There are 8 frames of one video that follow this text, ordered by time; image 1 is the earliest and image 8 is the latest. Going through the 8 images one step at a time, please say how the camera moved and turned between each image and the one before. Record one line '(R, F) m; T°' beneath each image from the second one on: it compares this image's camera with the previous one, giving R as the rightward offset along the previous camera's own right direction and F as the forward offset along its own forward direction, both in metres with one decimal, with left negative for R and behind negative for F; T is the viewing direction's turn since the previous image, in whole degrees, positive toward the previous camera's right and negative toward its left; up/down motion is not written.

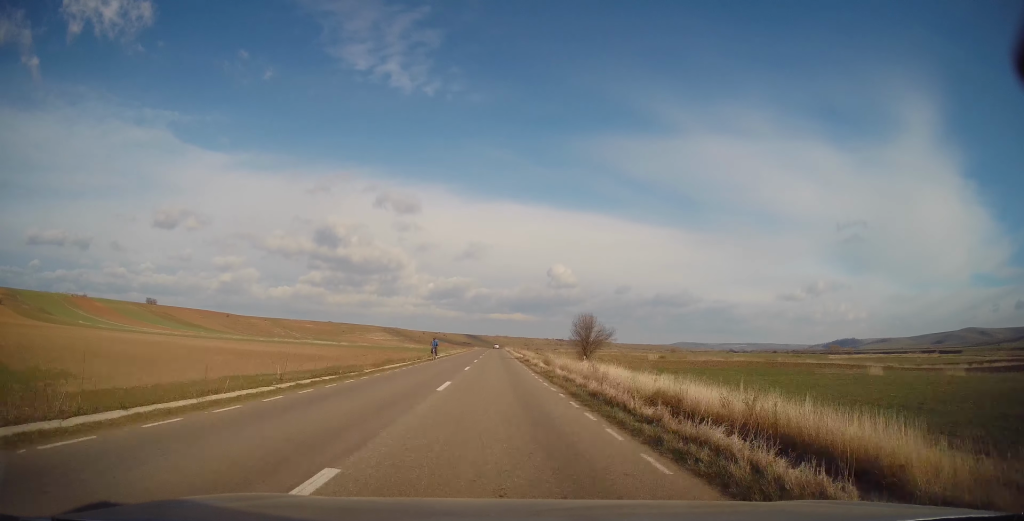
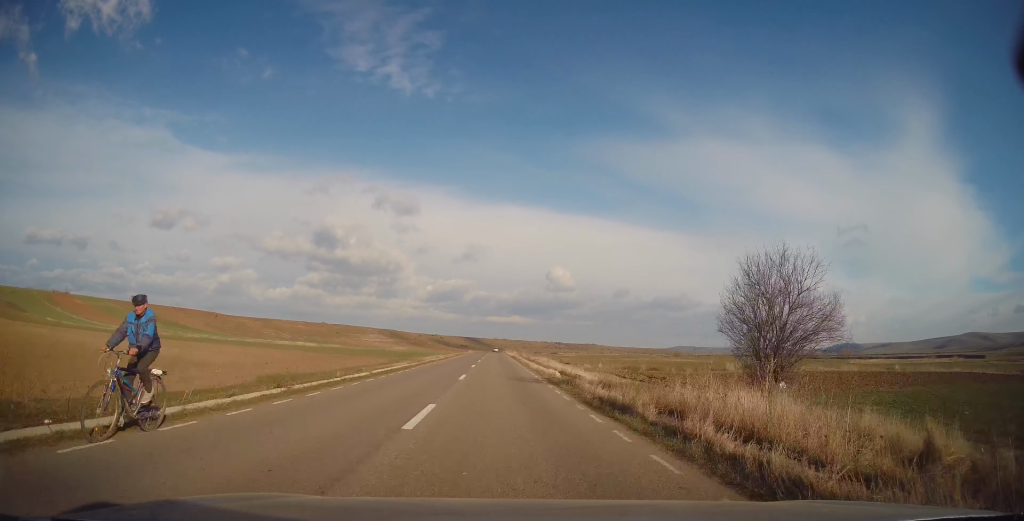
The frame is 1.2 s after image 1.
(-0.1, +29.9) m; 0°
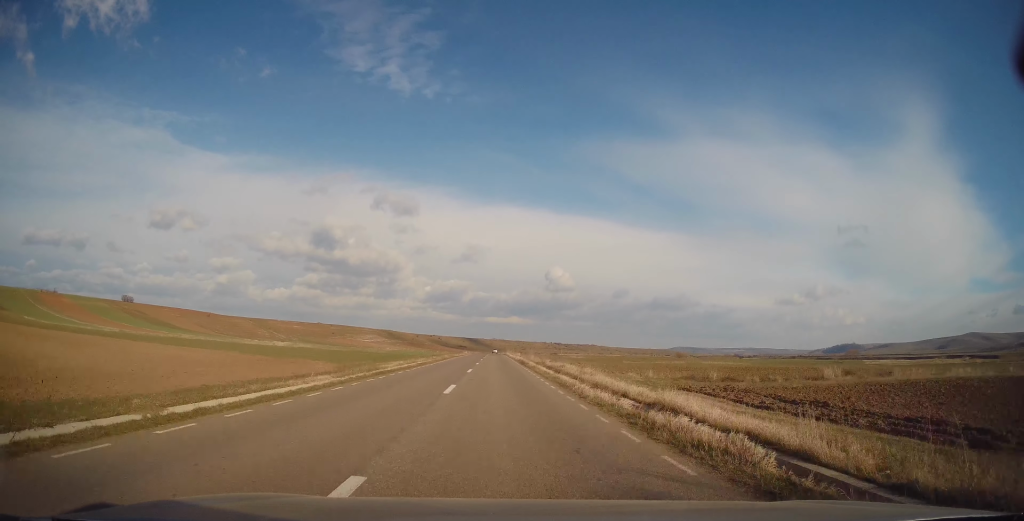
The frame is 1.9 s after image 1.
(0.0, +17.5) m; 0°
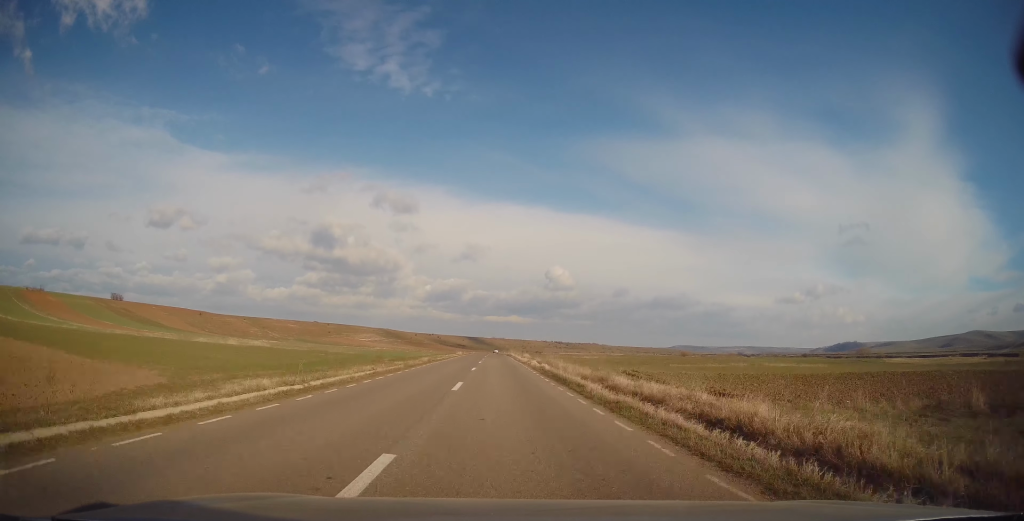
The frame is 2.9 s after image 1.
(0.0, +23.4) m; 0°
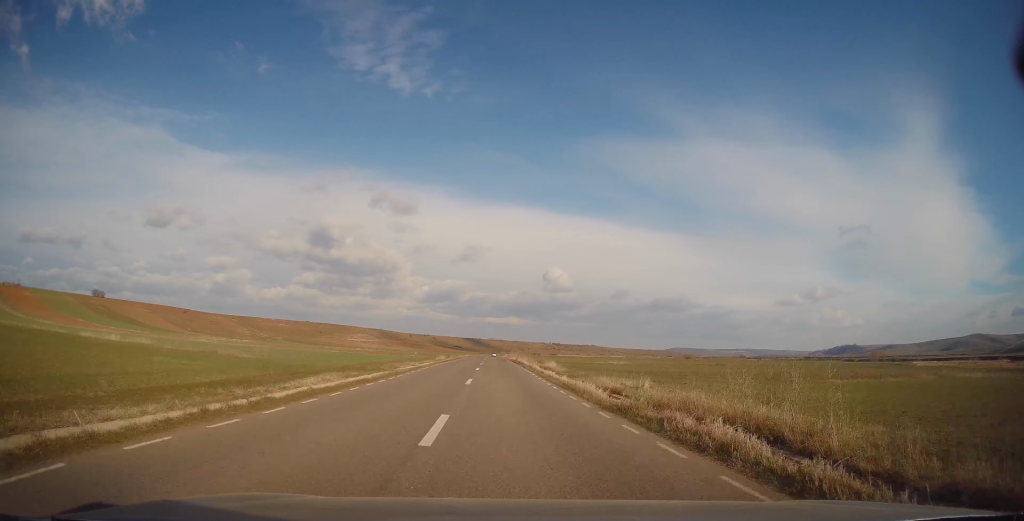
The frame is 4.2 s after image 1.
(0.0, +31.8) m; 0°
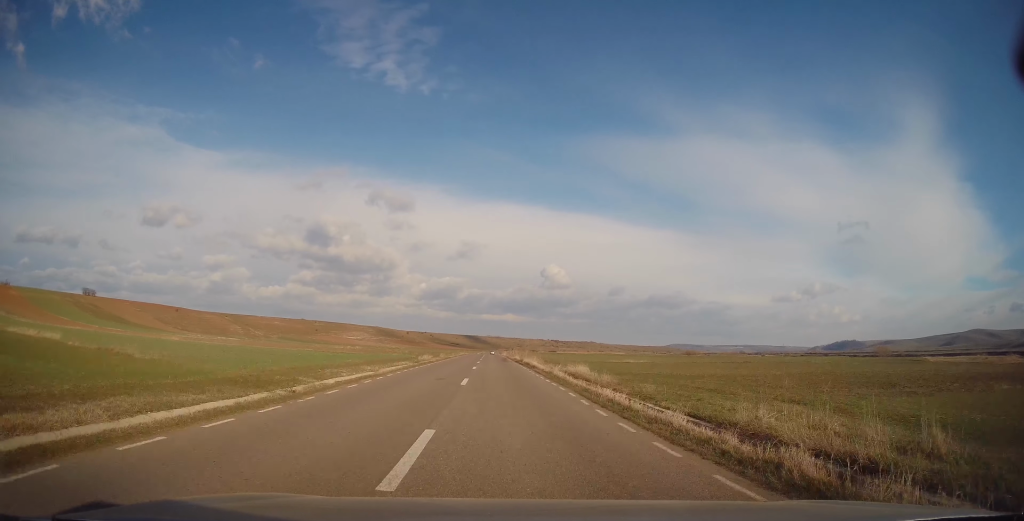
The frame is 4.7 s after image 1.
(0.0, +14.6) m; 0°
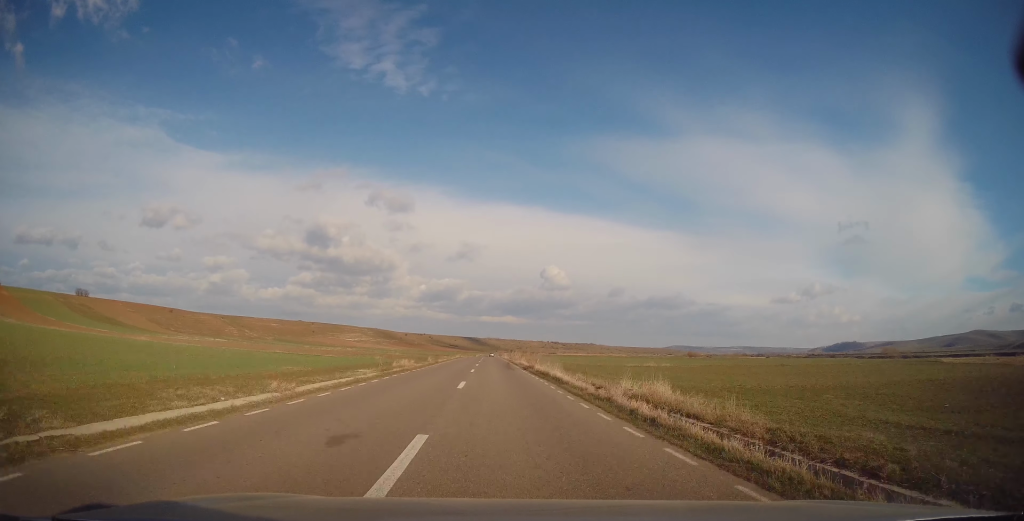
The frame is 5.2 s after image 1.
(+0.1, +12.3) m; +1°
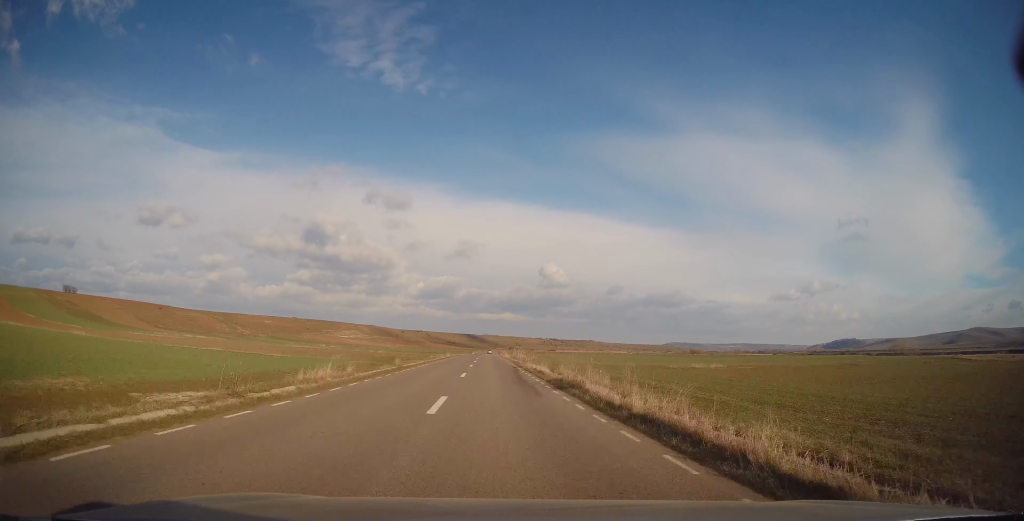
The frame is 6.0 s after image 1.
(+0.2, +17.8) m; +1°
